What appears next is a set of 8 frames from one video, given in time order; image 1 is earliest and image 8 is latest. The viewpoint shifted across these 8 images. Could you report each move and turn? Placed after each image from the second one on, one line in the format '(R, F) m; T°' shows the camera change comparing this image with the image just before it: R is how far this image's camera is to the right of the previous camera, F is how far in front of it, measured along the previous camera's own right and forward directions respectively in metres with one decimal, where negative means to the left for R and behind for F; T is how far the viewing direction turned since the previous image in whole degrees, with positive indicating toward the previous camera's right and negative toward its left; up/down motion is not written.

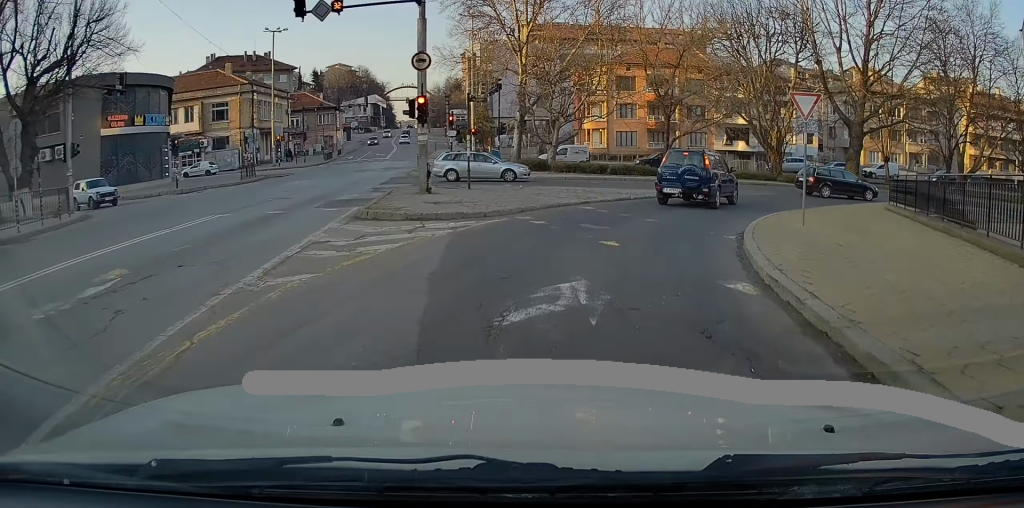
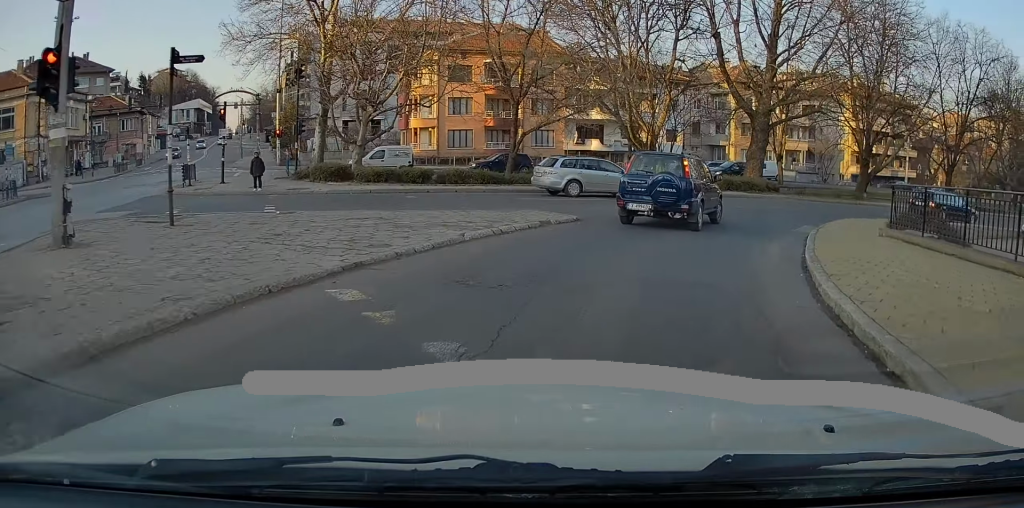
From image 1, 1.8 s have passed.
(+1.4, +10.5) m; +18°
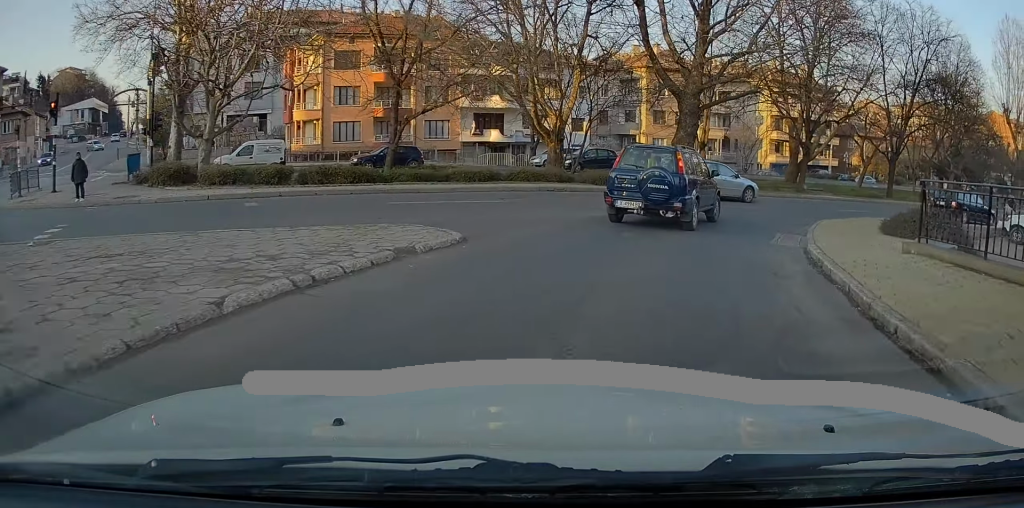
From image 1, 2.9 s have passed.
(+0.4, +5.3) m; +9°
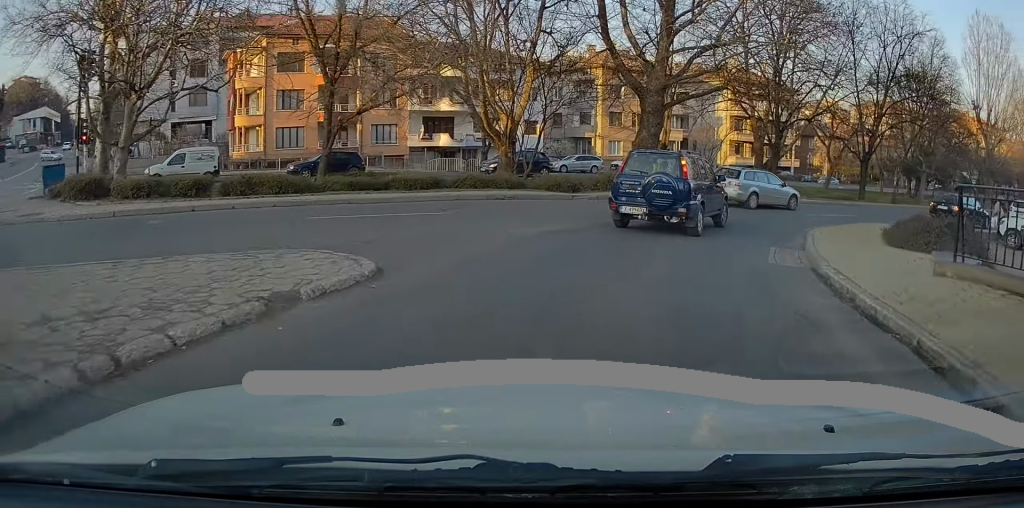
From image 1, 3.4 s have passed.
(+0.2, +2.4) m; +3°
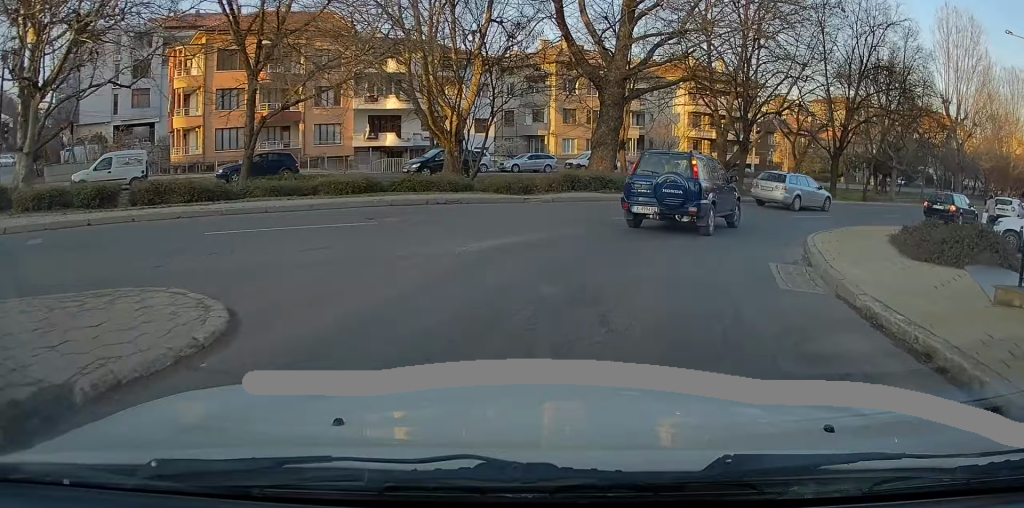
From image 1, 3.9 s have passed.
(+0.1, +2.4) m; +3°
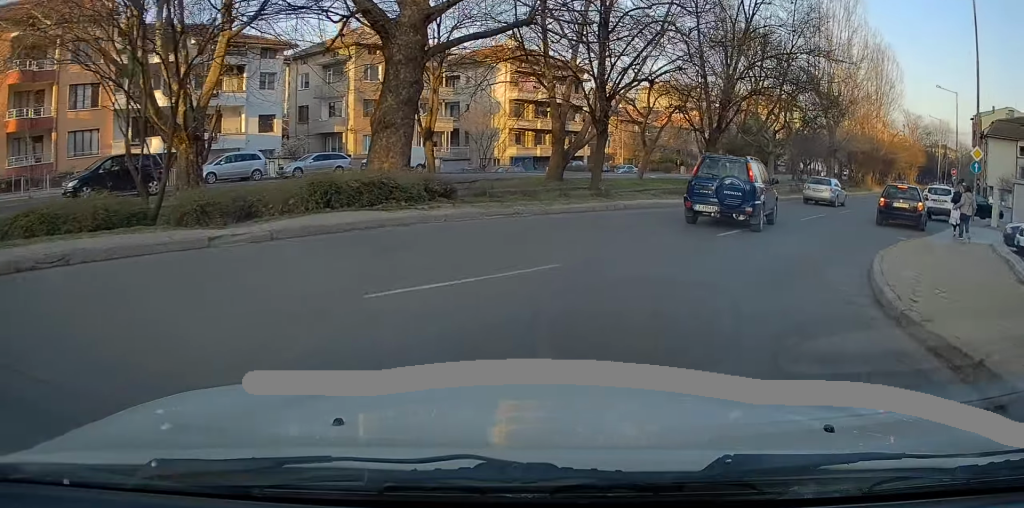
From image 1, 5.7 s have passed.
(+1.2, +9.9) m; +17°
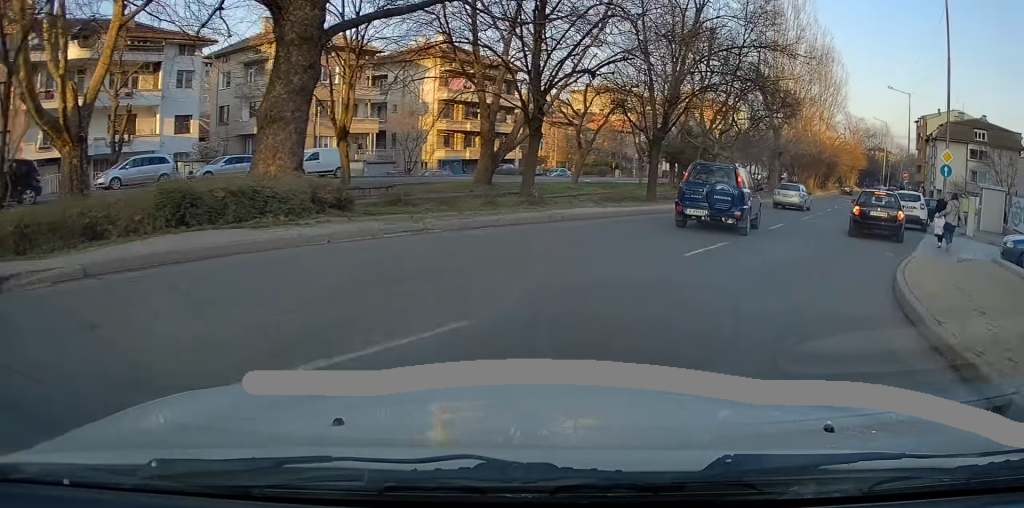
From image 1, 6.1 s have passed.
(+0.2, +2.9) m; +7°
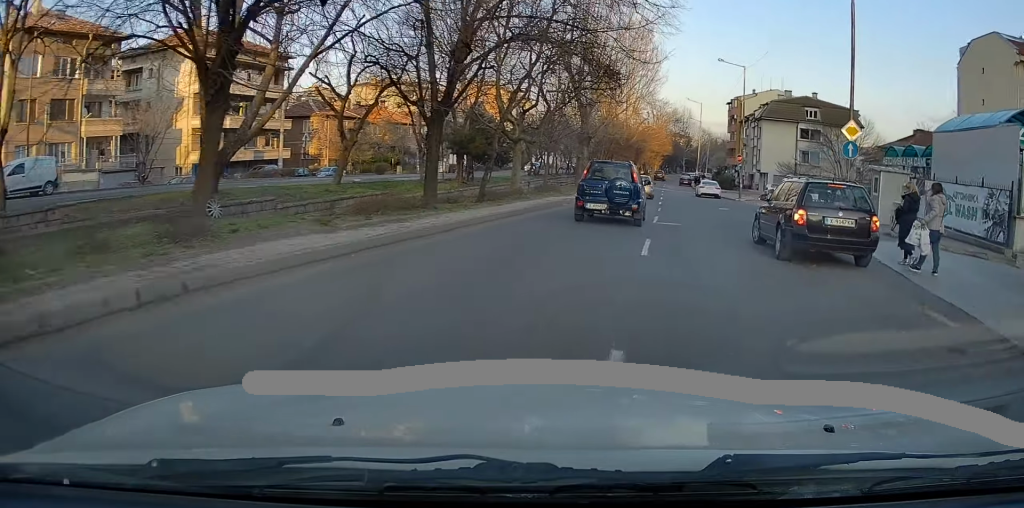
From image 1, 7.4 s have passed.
(+1.7, +9.0) m; +16°
